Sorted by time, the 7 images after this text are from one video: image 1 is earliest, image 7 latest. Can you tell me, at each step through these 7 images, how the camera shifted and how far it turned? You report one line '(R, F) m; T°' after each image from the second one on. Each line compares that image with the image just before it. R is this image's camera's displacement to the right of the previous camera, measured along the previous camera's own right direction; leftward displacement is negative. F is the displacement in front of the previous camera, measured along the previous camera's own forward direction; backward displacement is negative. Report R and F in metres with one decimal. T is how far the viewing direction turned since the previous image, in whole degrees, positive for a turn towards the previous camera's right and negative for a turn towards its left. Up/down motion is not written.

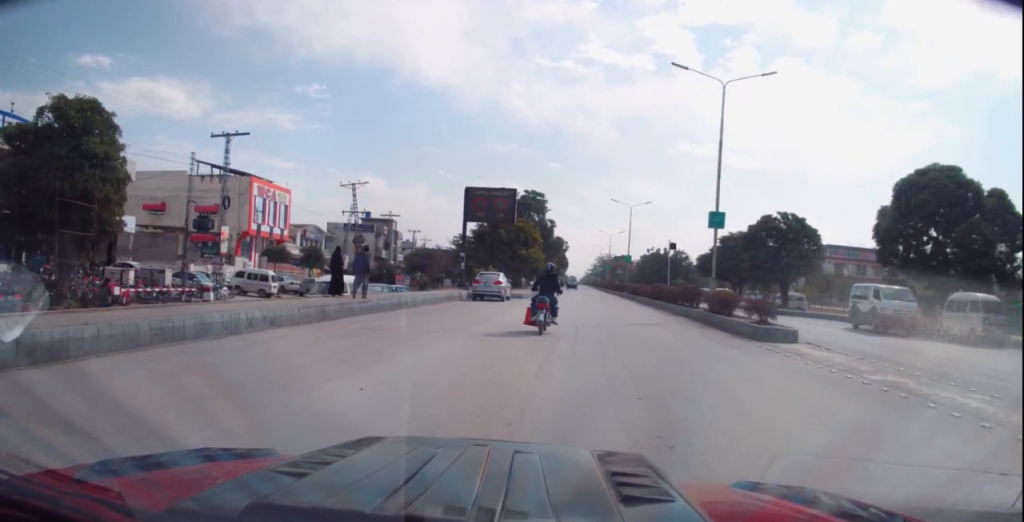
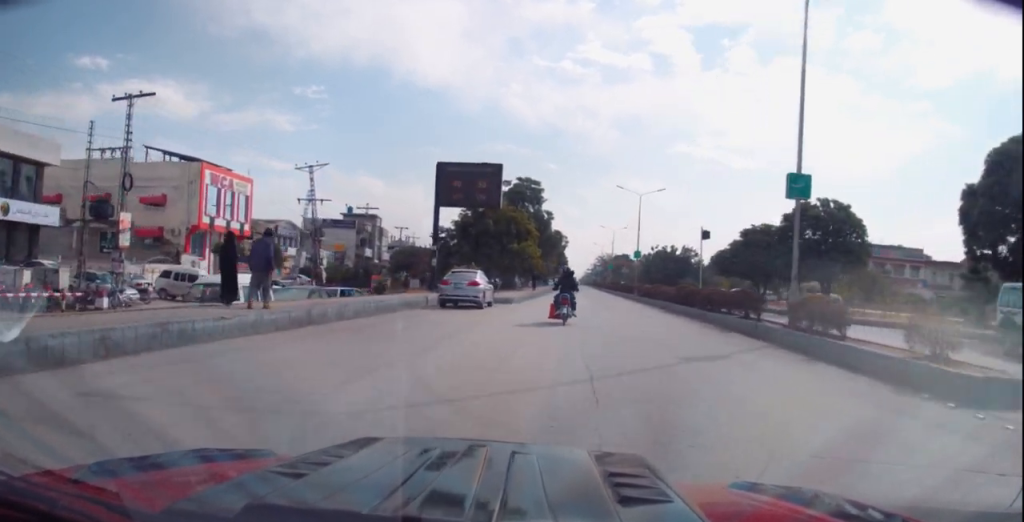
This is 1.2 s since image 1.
(0.0, +8.6) m; +1°
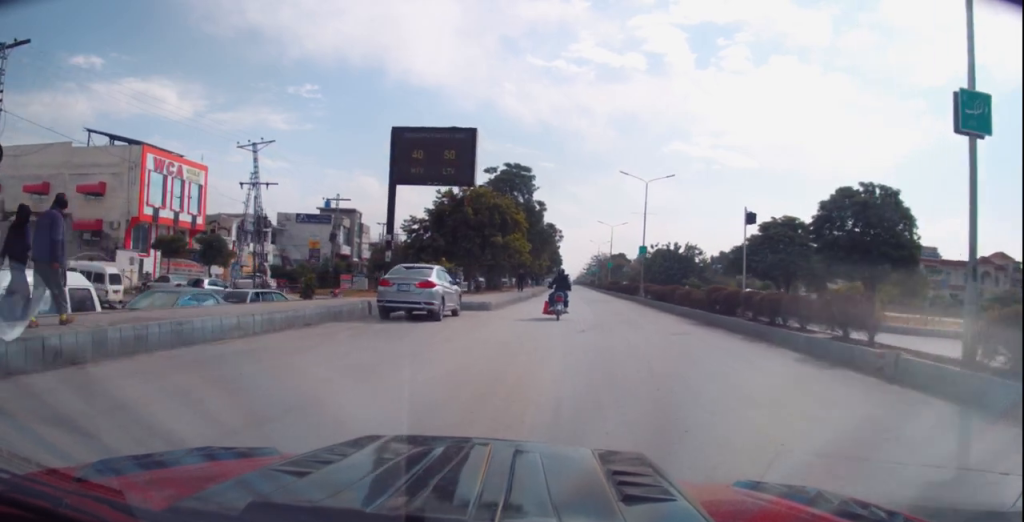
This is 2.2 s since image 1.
(+0.1, +7.4) m; +2°
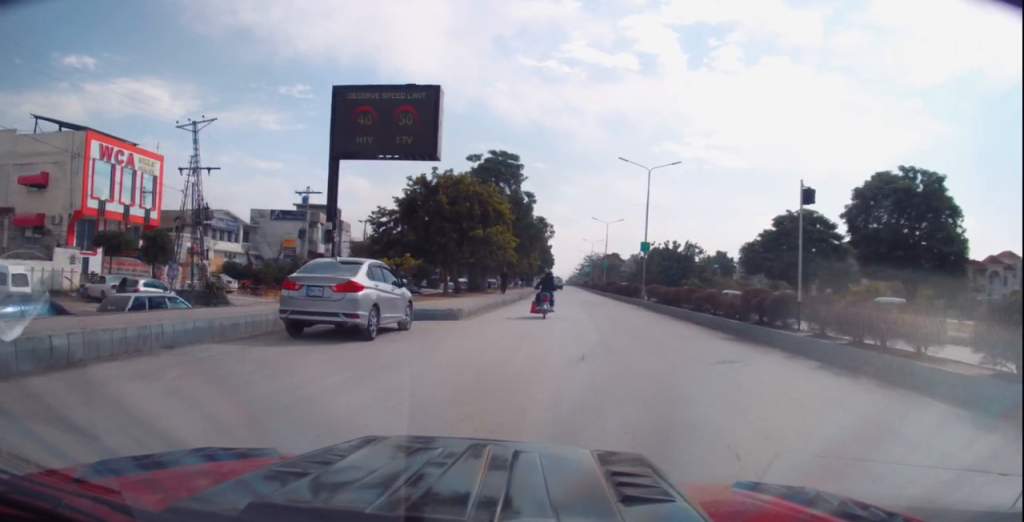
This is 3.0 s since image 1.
(+0.2, +5.3) m; 0°
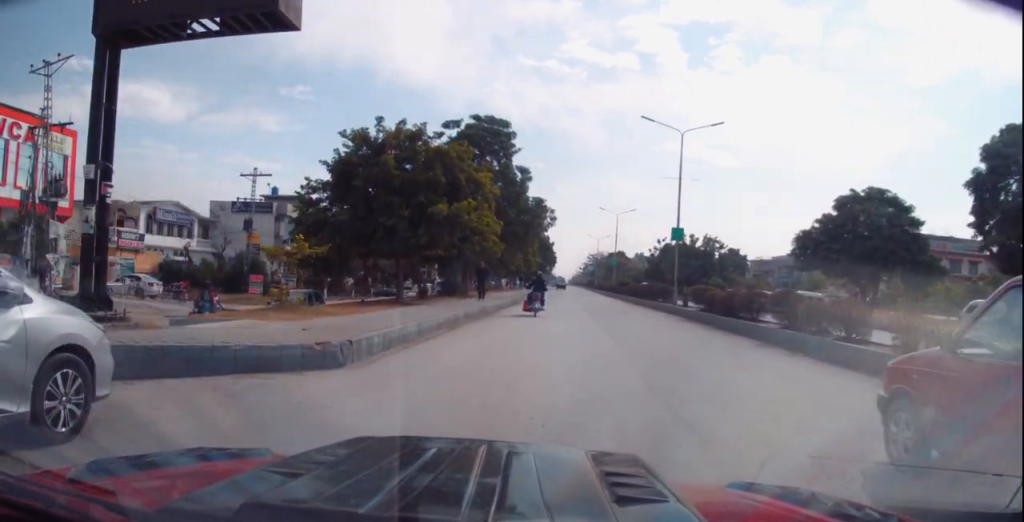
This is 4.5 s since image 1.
(-0.4, +10.6) m; -2°
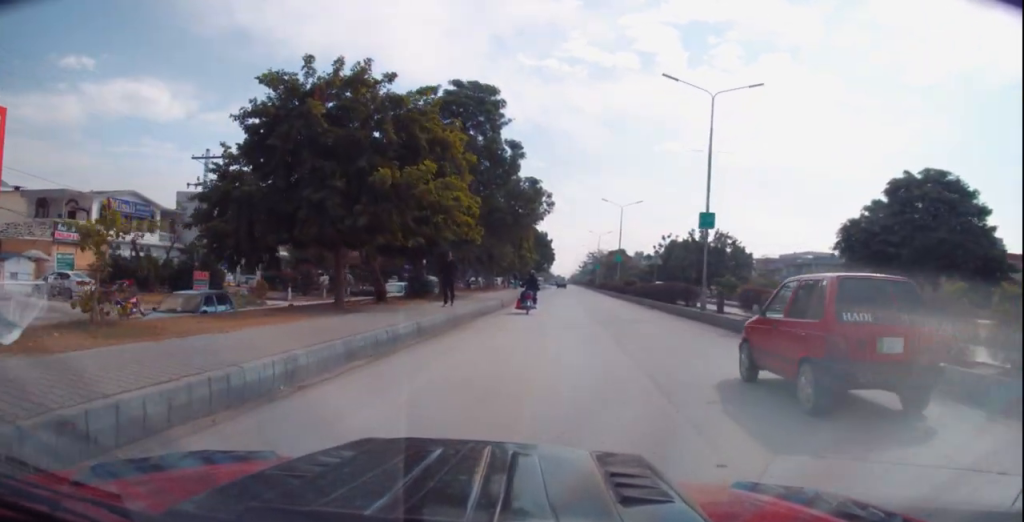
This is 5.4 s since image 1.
(0.0, +6.5) m; -1°
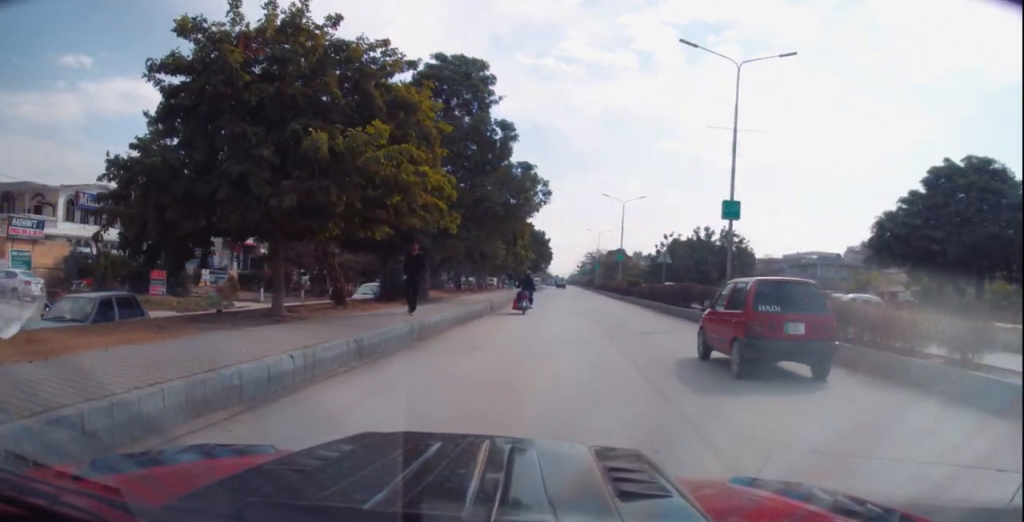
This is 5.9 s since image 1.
(+0.1, +3.9) m; -2°
